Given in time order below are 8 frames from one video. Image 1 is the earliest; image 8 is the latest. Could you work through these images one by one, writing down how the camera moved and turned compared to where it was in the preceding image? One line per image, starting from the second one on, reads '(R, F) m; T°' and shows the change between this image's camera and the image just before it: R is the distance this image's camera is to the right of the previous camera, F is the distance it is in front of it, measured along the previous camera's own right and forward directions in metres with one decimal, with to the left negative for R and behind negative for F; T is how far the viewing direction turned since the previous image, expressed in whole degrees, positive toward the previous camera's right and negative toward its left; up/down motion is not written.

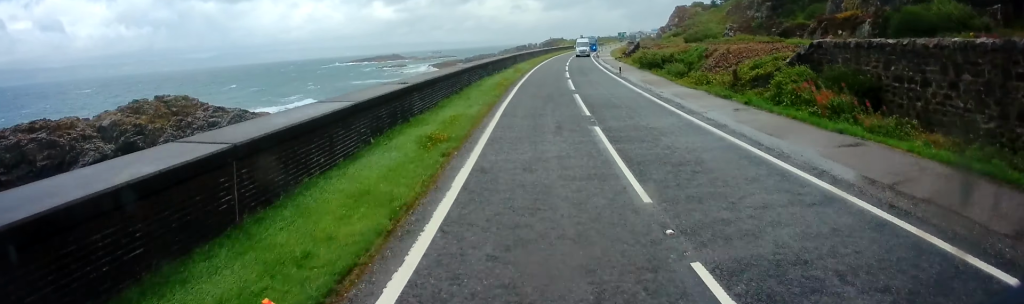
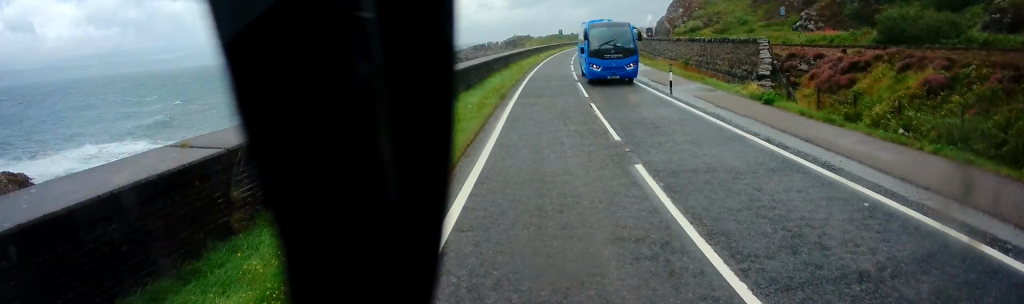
(+2.5, +51.1) m; +4°
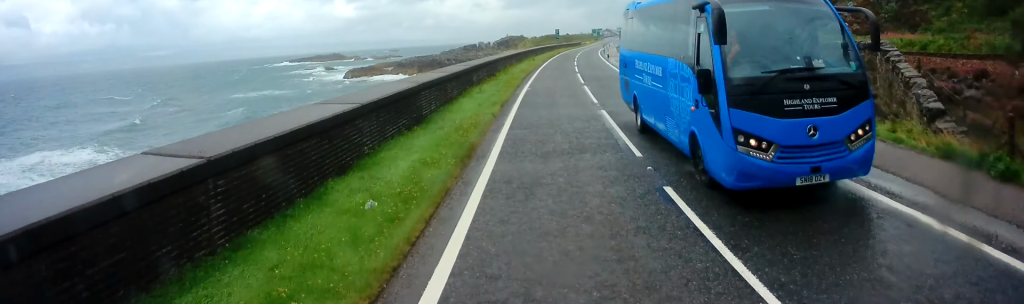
(0.0, +11.1) m; 0°
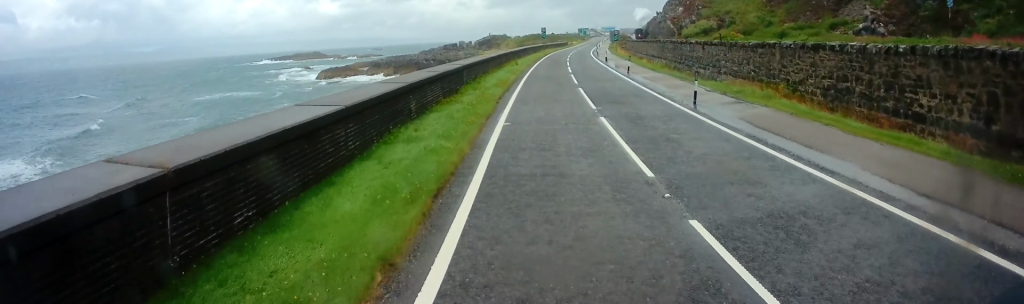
(0.0, +11.0) m; 0°
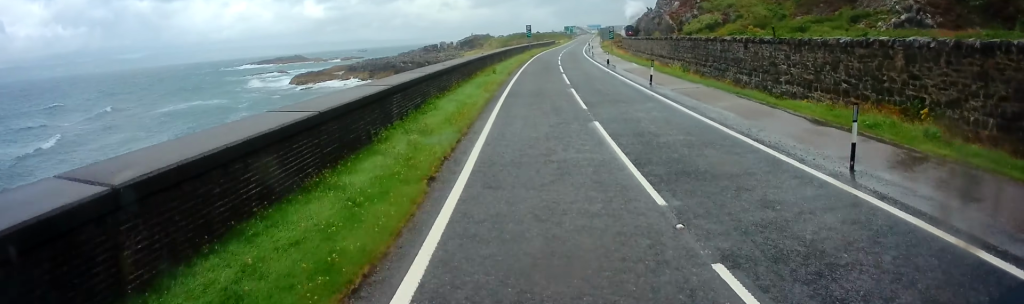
(0.0, +10.8) m; 0°
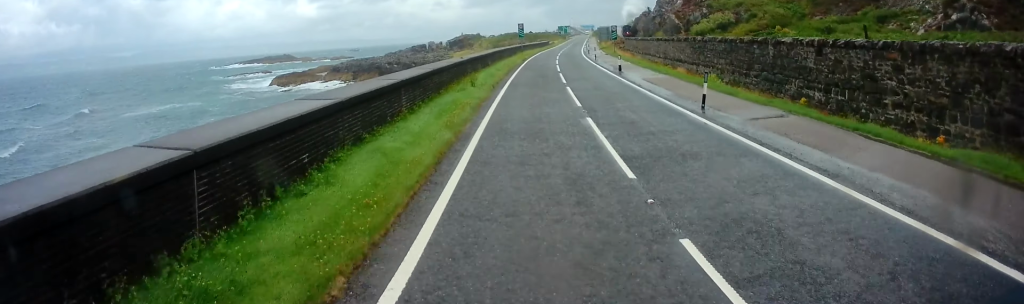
(-0.1, +8.8) m; +1°
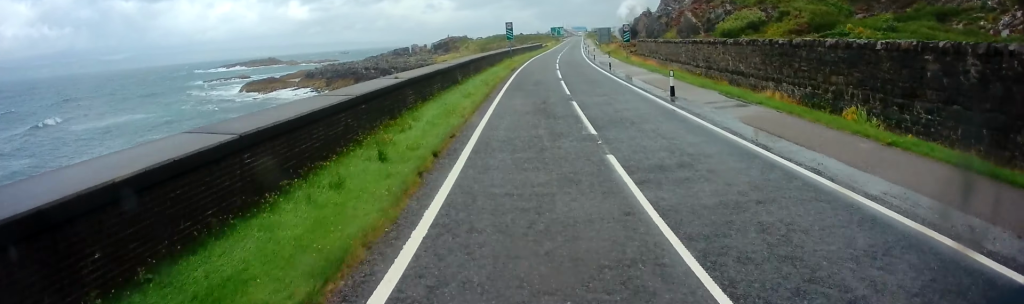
(+0.2, +14.0) m; +1°
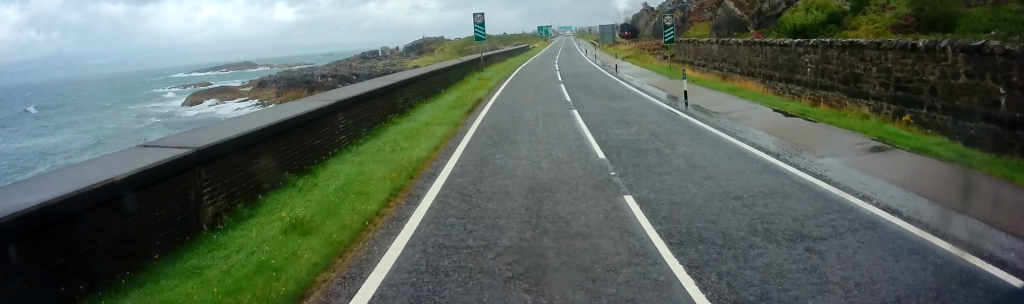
(+0.3, +21.7) m; +3°
